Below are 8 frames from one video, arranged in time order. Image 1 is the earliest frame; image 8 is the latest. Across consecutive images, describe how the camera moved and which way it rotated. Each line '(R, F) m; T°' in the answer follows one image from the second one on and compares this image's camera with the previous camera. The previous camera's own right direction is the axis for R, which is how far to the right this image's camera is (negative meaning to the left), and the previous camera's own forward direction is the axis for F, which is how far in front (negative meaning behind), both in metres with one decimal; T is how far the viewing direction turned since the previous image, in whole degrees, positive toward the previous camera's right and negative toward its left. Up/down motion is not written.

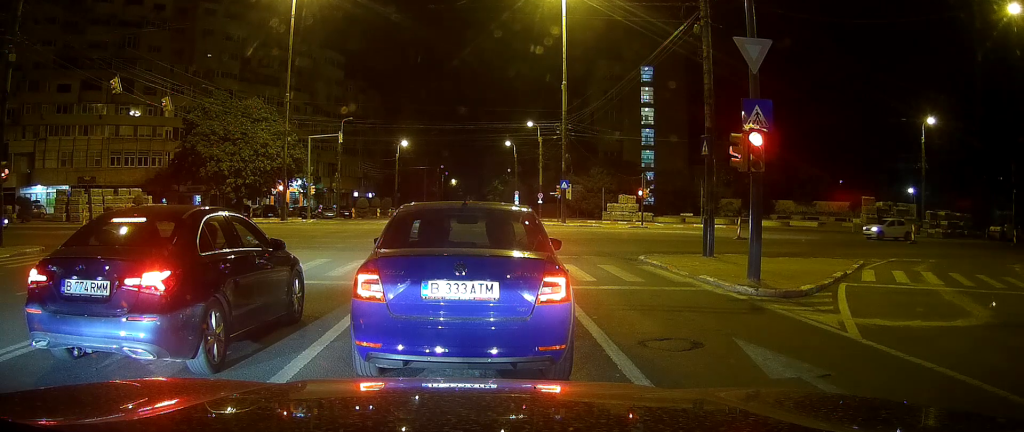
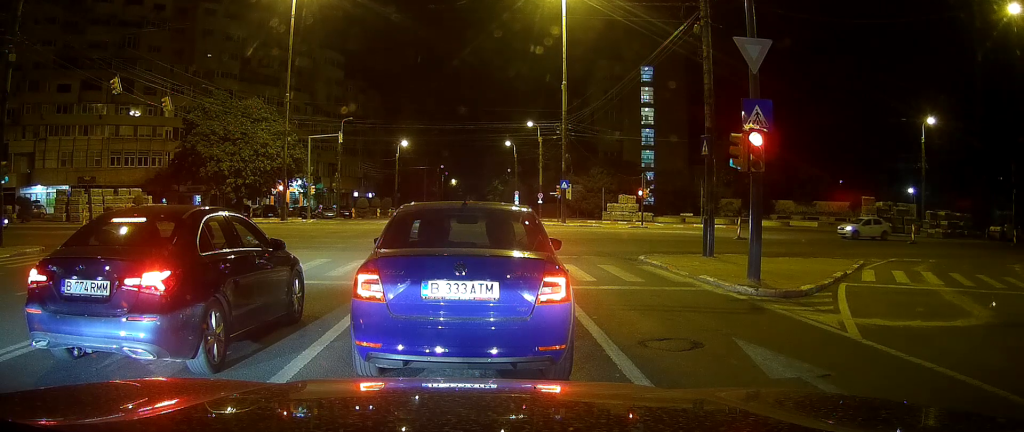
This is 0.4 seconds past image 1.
(0.0, 0.0) m; 0°
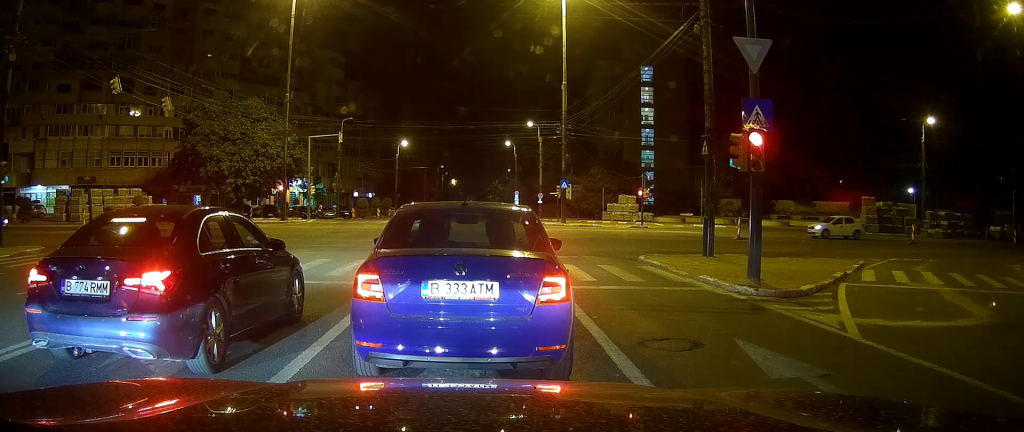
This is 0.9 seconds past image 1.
(0.0, 0.0) m; 0°
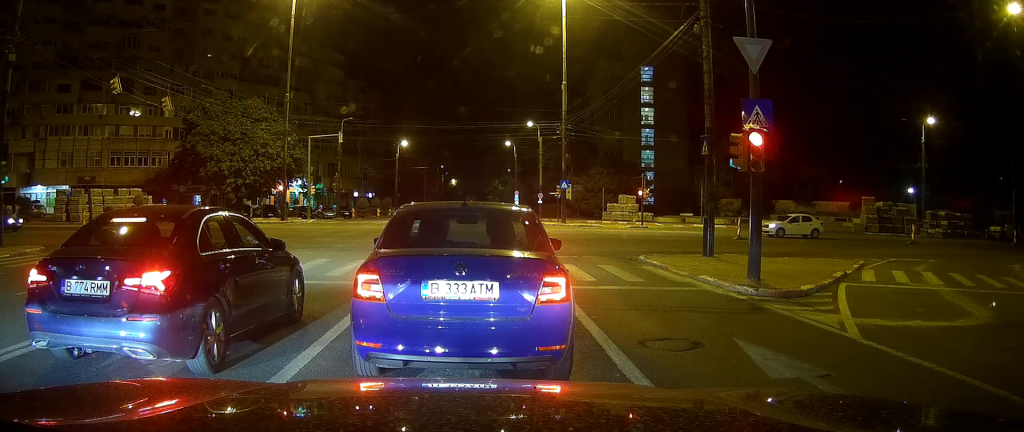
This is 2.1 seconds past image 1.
(0.0, 0.0) m; 0°
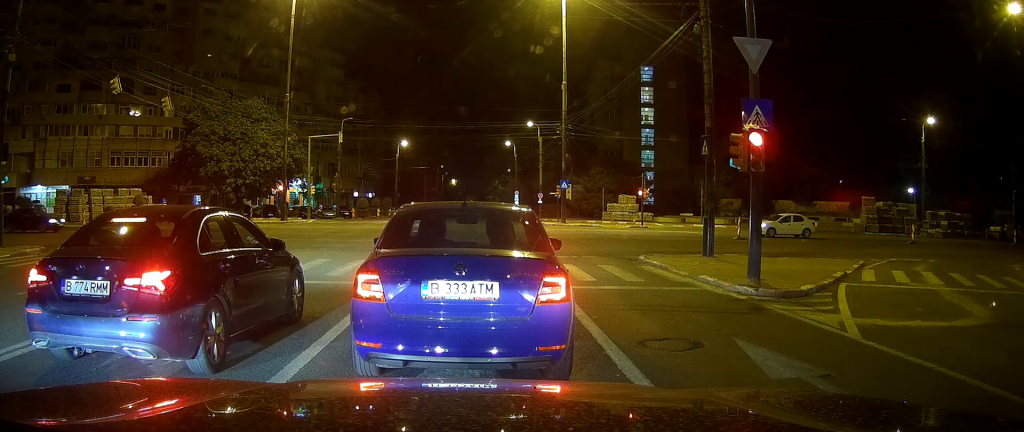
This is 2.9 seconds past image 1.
(0.0, 0.0) m; 0°
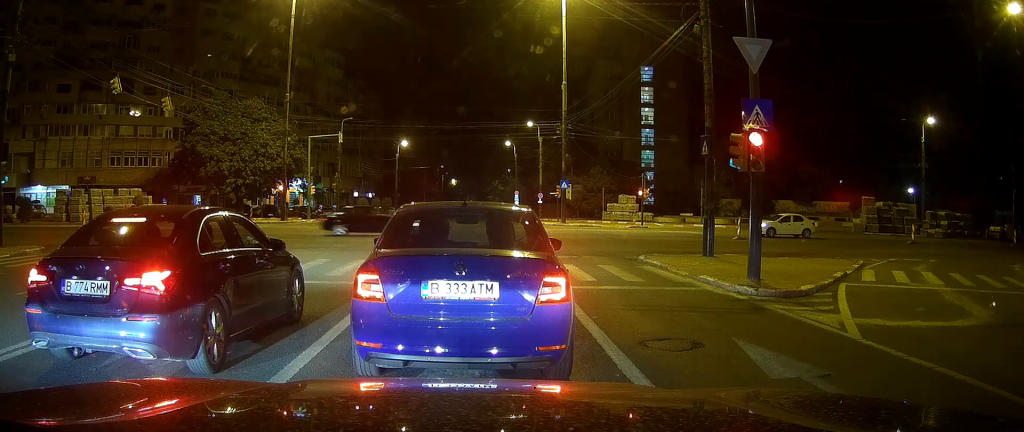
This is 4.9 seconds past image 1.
(0.0, 0.0) m; 0°
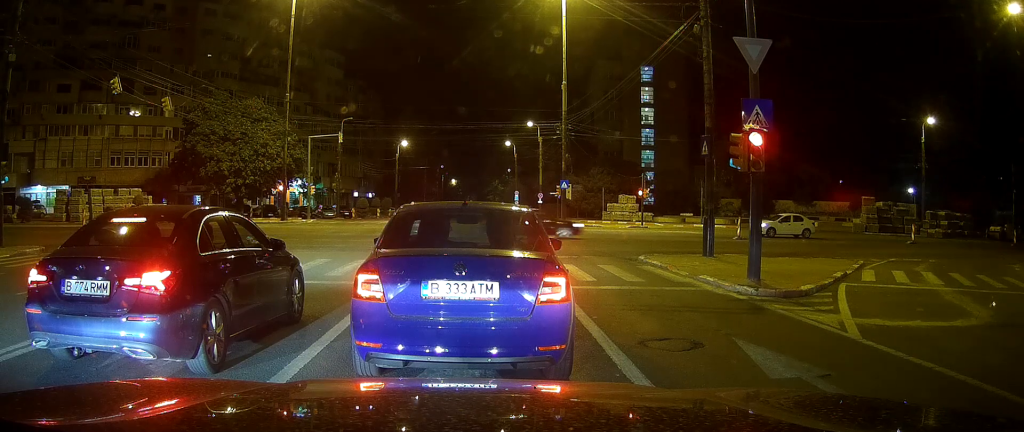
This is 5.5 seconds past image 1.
(0.0, 0.0) m; 0°
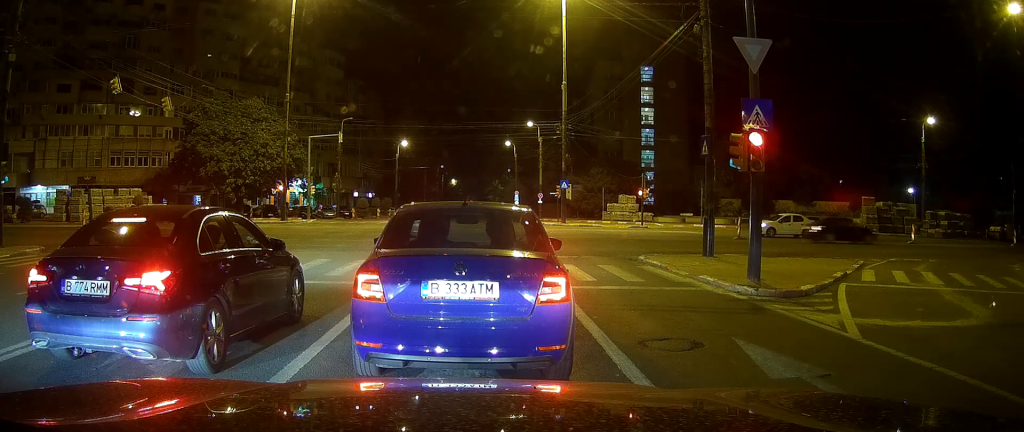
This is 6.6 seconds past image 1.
(0.0, 0.0) m; 0°
